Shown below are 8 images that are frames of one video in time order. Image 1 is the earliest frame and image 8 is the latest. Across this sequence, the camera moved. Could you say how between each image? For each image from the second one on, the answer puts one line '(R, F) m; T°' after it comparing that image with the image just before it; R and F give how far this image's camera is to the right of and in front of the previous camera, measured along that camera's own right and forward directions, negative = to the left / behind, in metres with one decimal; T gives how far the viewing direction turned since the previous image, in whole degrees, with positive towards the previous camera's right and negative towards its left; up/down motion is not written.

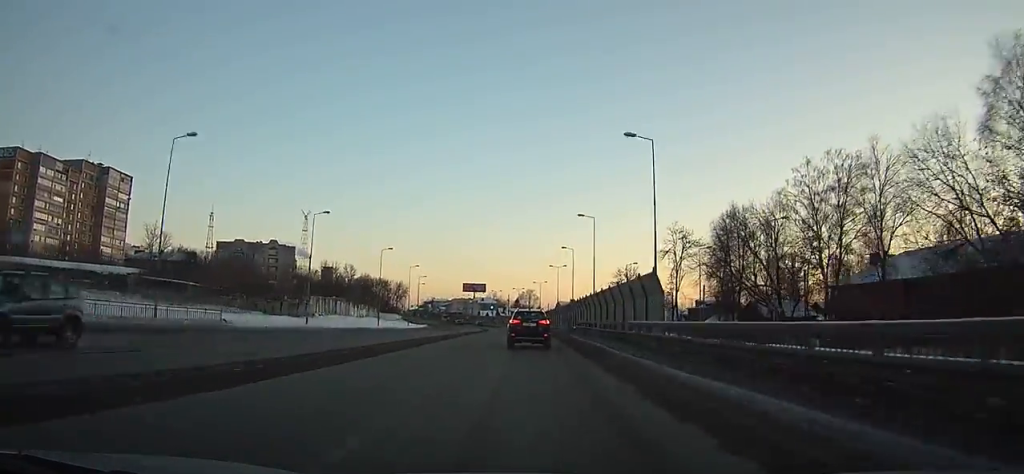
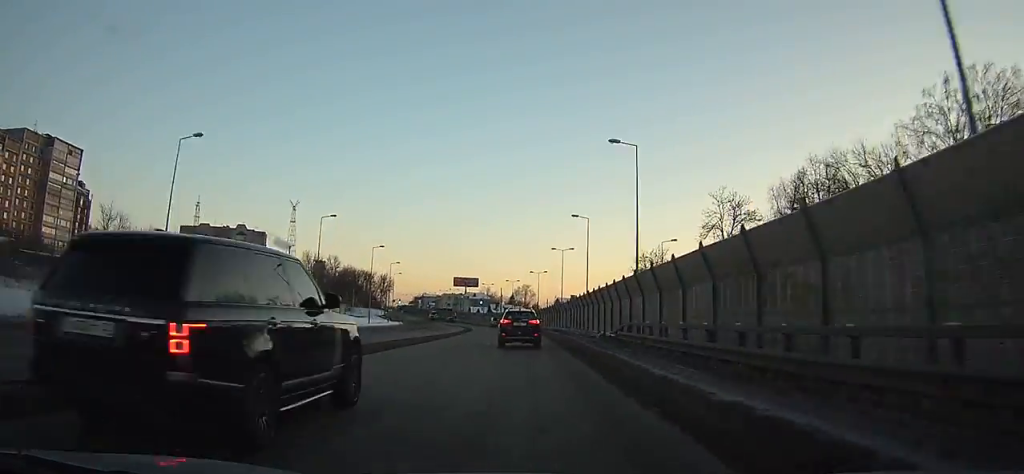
(+0.1, +23.7) m; 0°
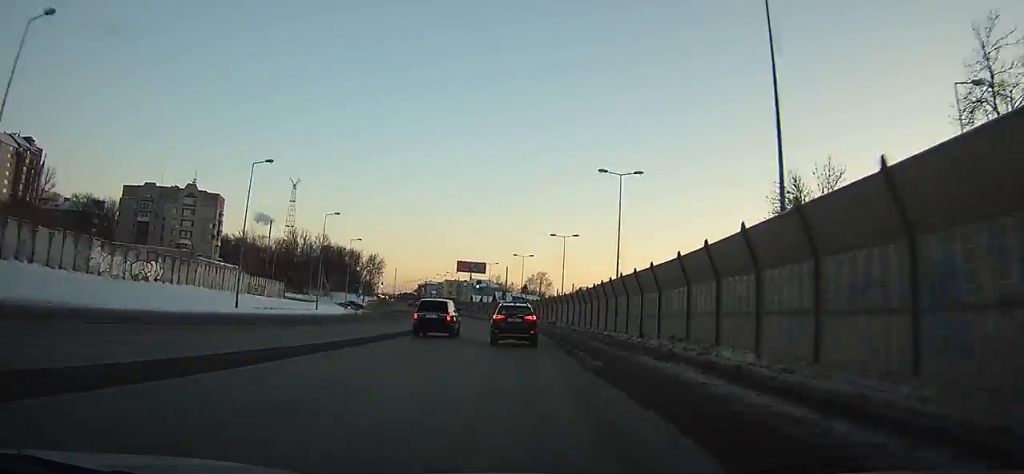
(-0.4, +40.6) m; -2°
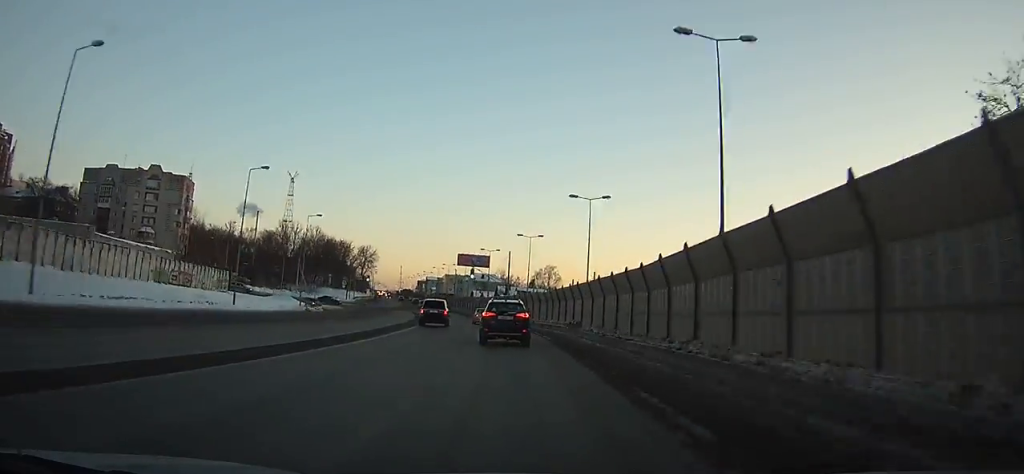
(0.0, +20.6) m; -1°
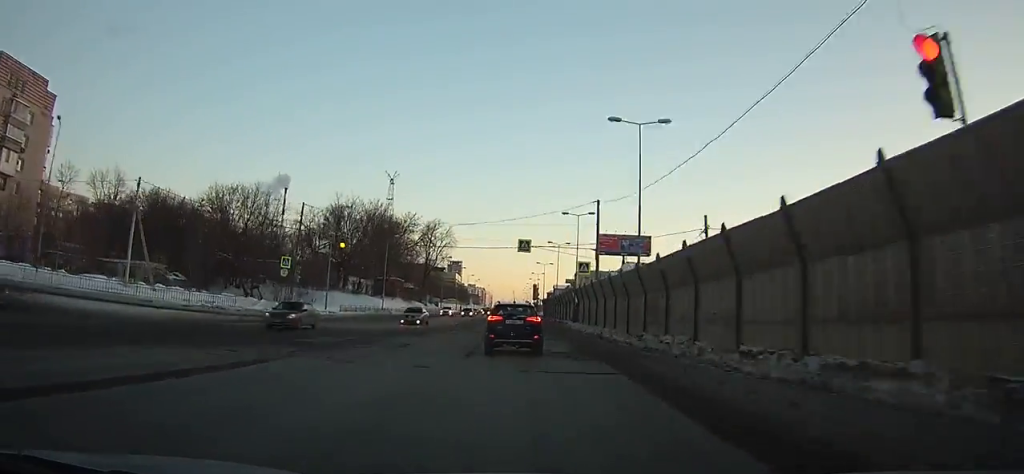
(-9.1, +94.6) m; -10°
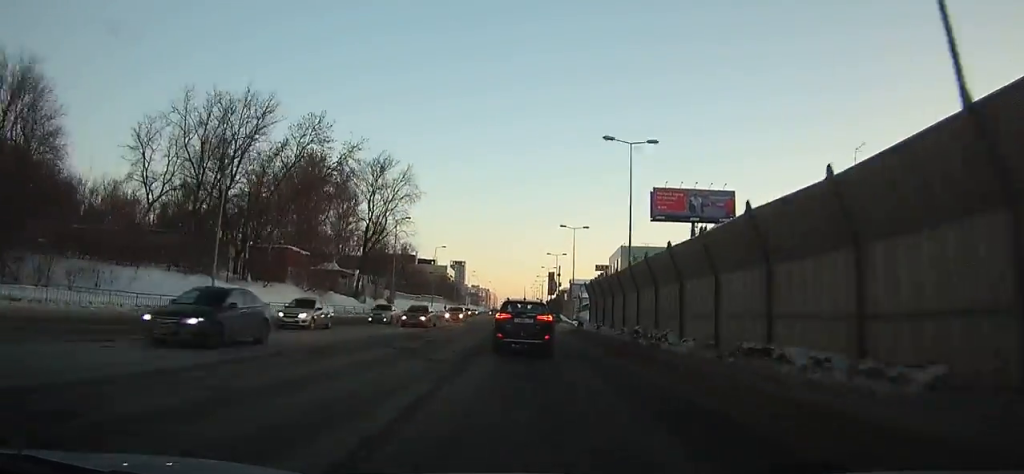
(-1.3, +51.2) m; -2°
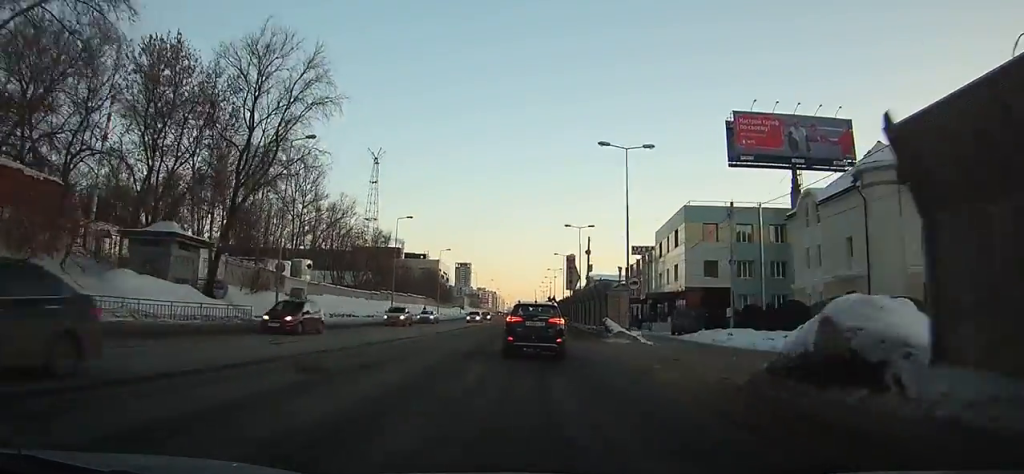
(0.0, +33.9) m; -1°
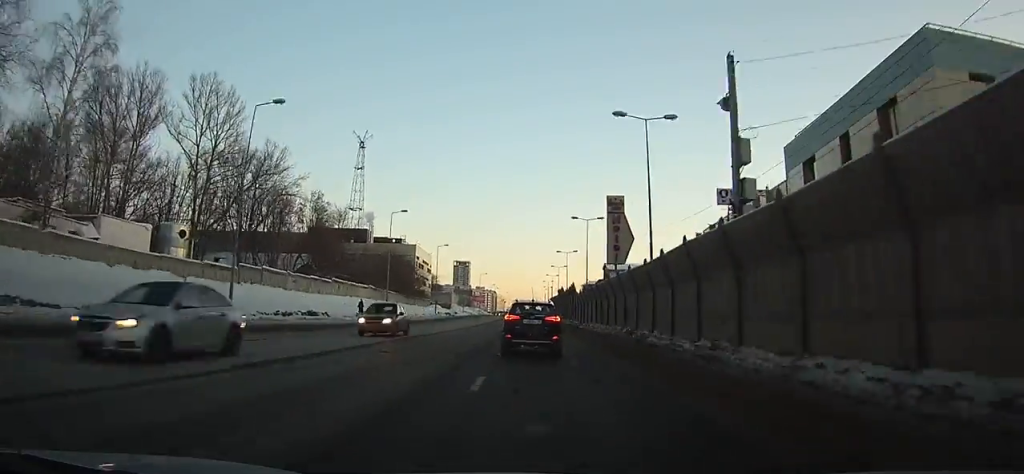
(-0.5, +37.2) m; 0°
